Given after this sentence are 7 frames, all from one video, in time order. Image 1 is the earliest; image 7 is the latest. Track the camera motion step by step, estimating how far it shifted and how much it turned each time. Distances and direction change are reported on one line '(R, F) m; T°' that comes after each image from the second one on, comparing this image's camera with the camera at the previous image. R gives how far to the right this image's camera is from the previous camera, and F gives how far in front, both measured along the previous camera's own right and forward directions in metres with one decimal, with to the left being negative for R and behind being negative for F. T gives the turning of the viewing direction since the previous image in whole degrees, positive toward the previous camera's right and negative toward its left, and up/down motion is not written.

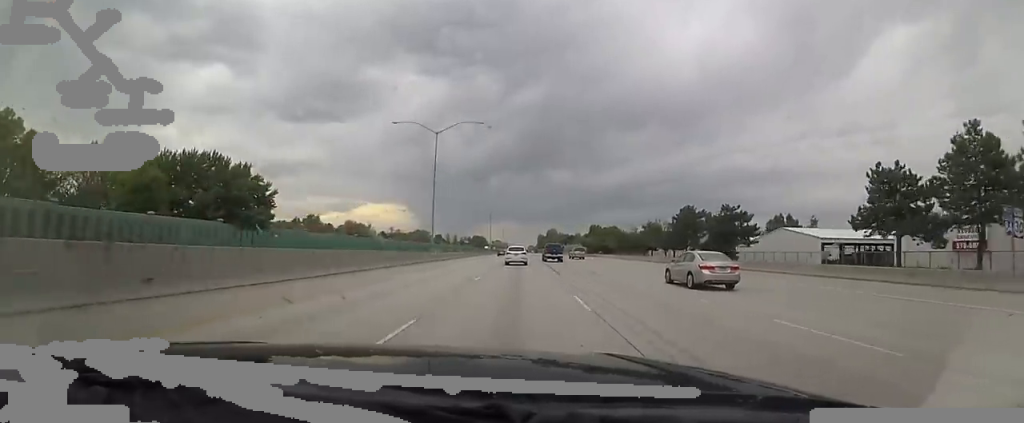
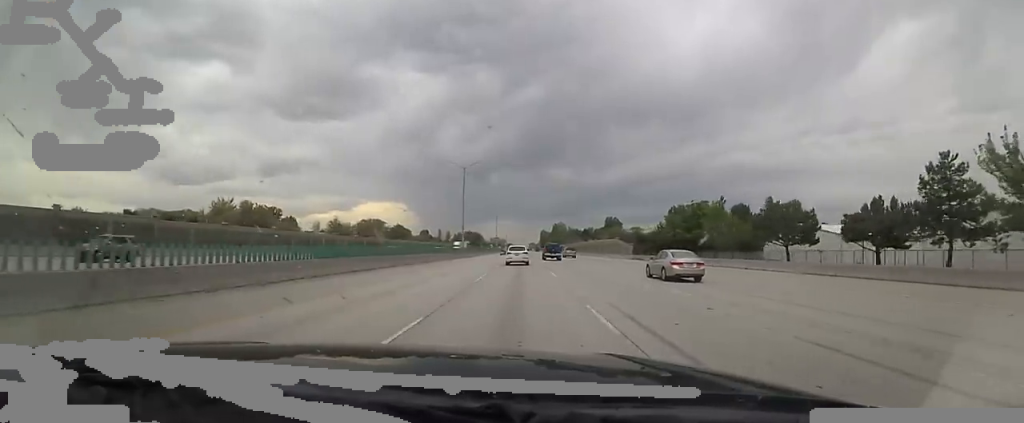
(0.0, +63.6) m; 0°
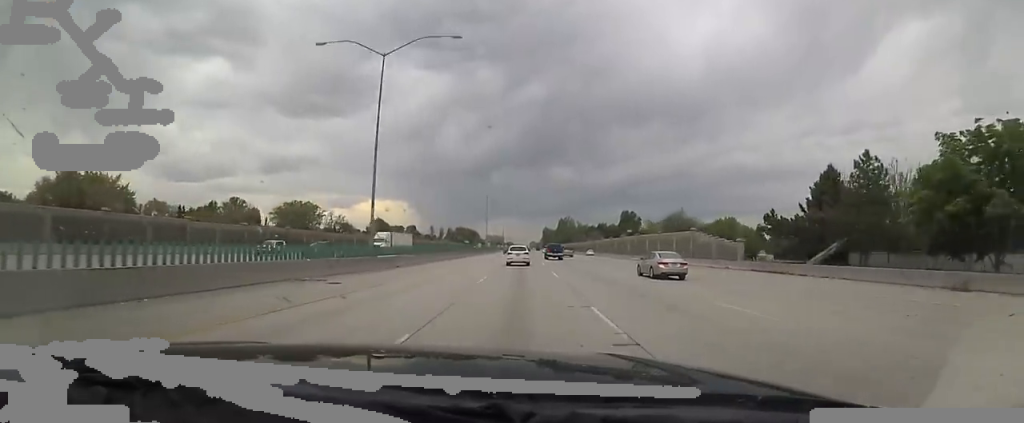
(0.0, +45.9) m; 0°
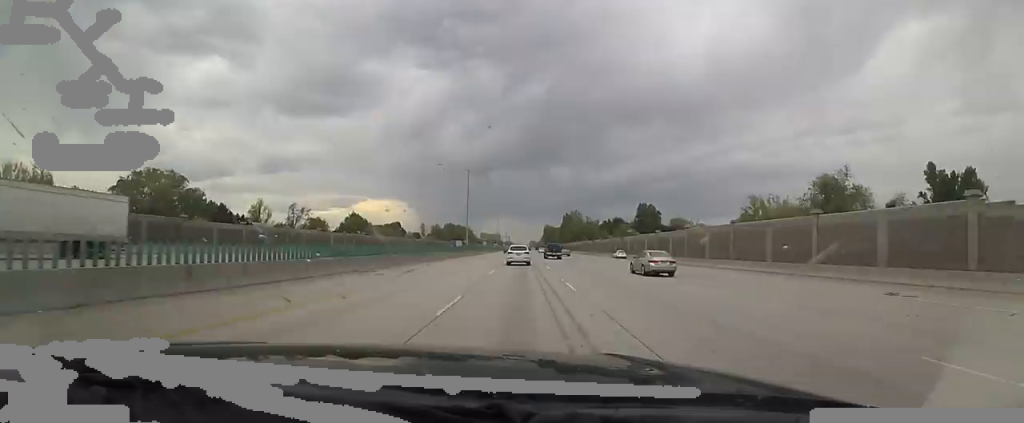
(0.0, +38.5) m; 0°
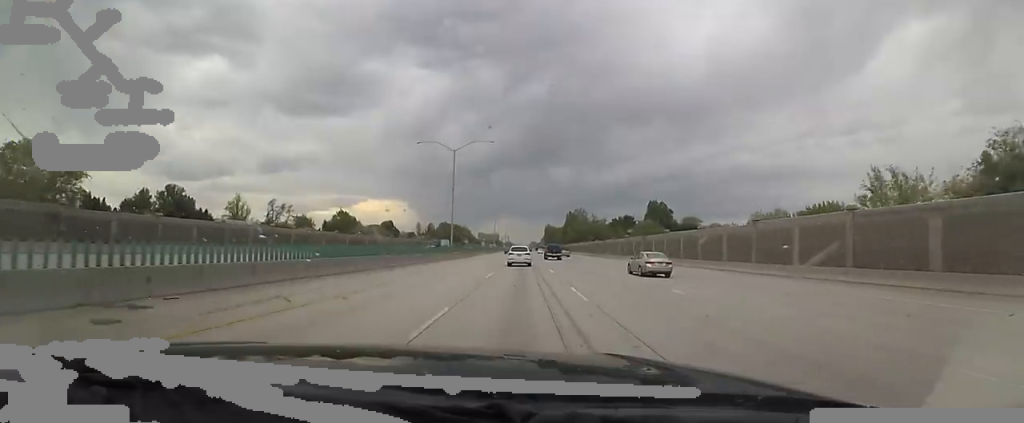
(0.0, +16.9) m; 0°
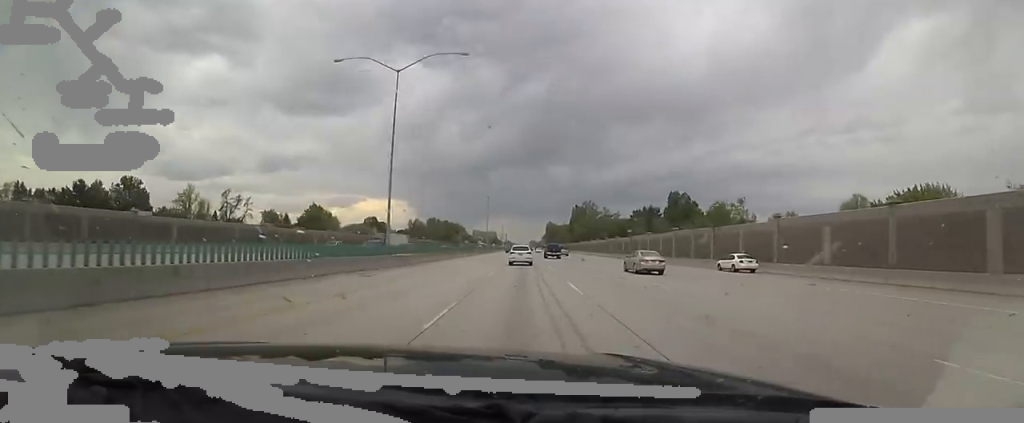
(0.0, +29.2) m; 0°
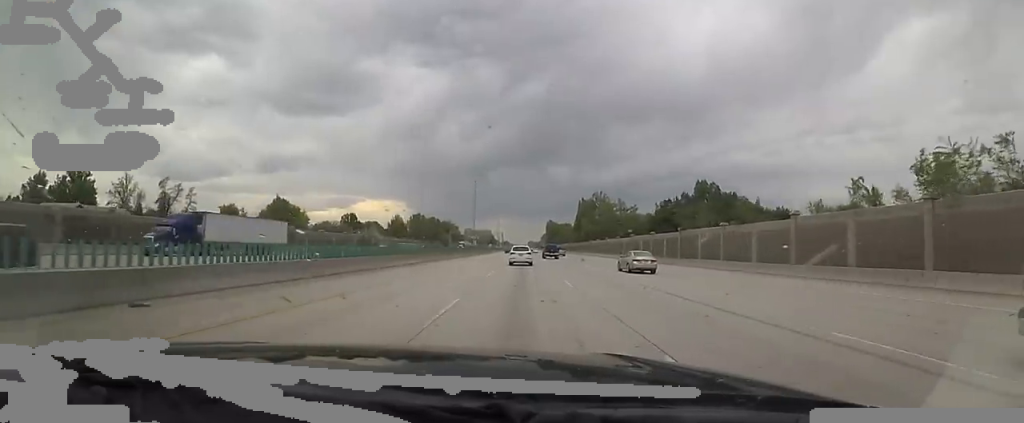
(0.0, +28.7) m; 0°
